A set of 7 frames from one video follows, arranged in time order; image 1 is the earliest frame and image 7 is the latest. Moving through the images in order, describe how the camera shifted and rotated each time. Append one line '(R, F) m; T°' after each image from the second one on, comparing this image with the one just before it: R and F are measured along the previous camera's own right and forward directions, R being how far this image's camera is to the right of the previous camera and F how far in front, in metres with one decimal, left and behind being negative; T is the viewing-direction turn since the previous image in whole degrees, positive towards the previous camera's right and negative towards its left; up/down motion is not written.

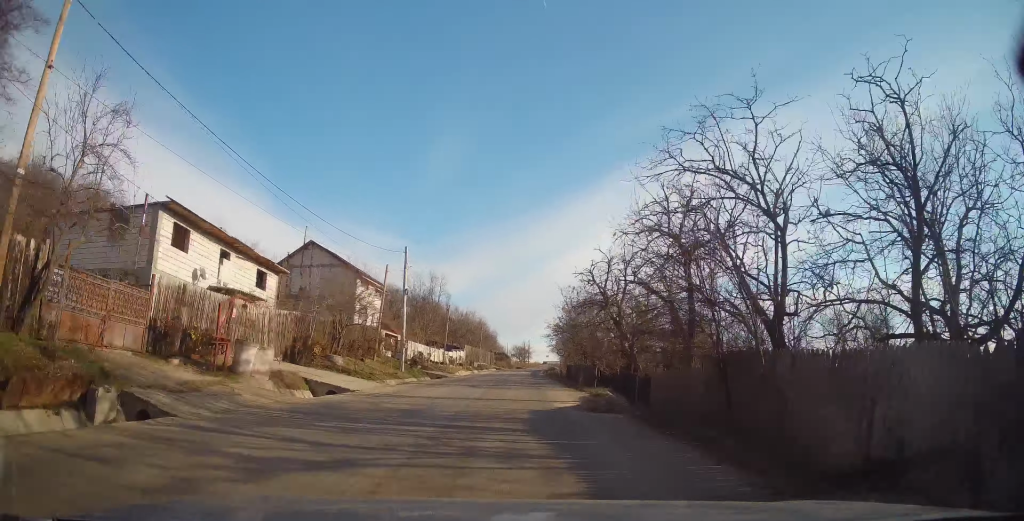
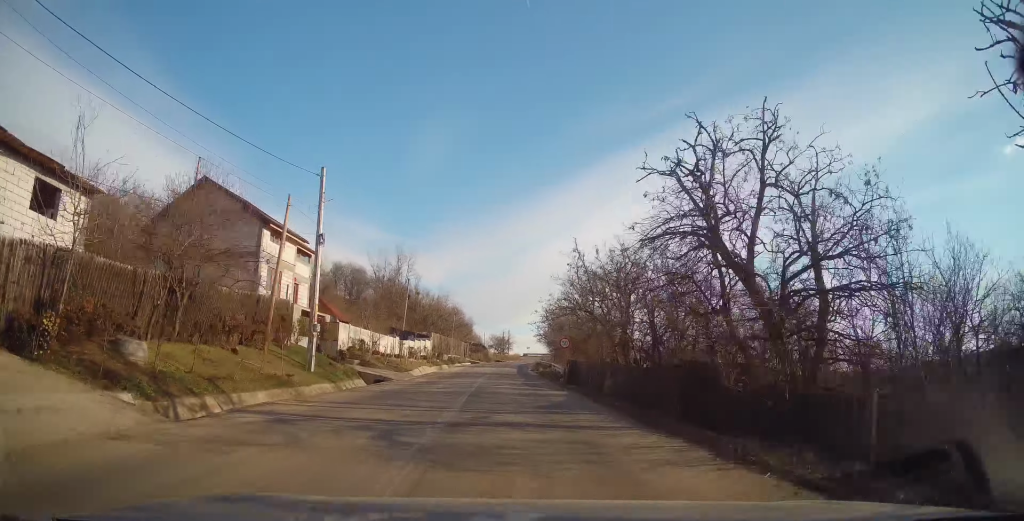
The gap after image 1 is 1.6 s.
(0.0, +14.7) m; +2°
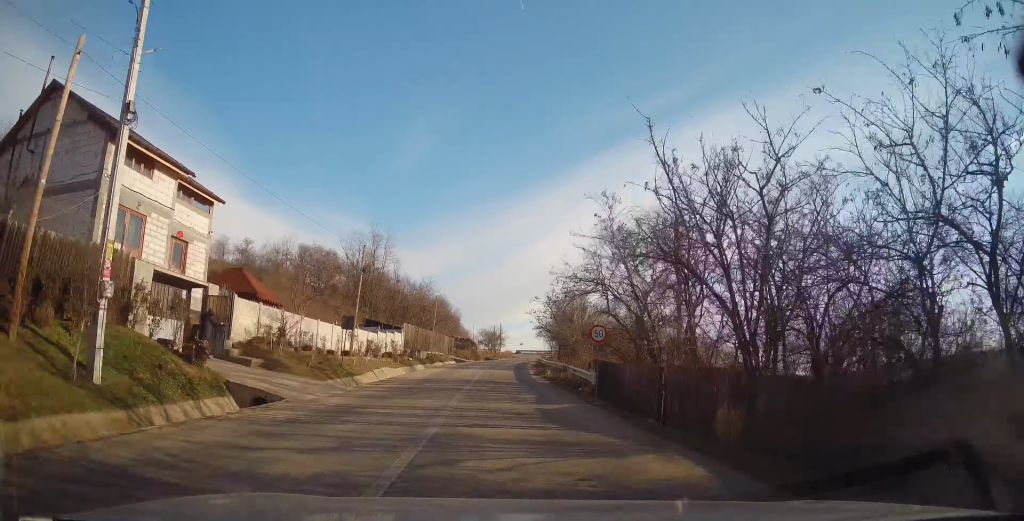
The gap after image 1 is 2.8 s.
(+0.4, +12.5) m; +2°
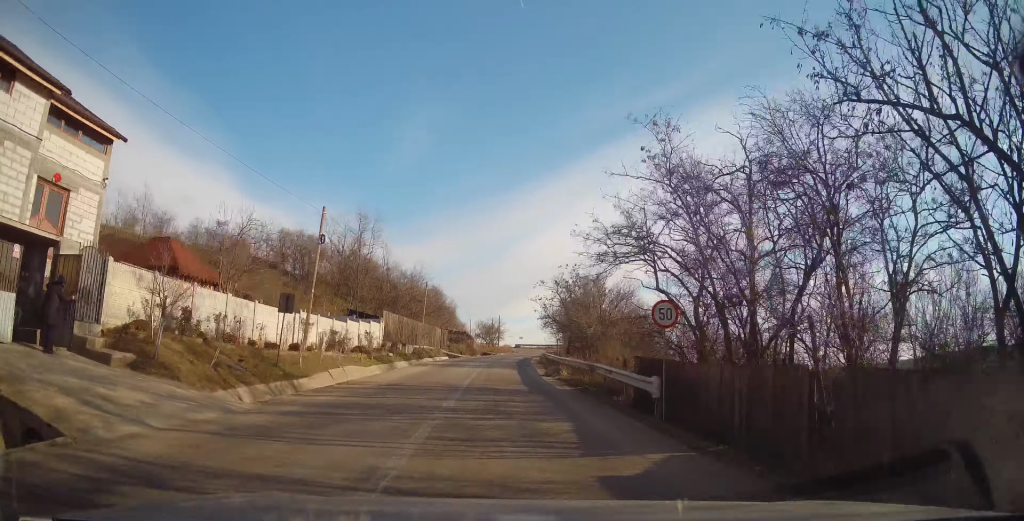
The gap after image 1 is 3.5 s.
(0.0, +7.8) m; 0°
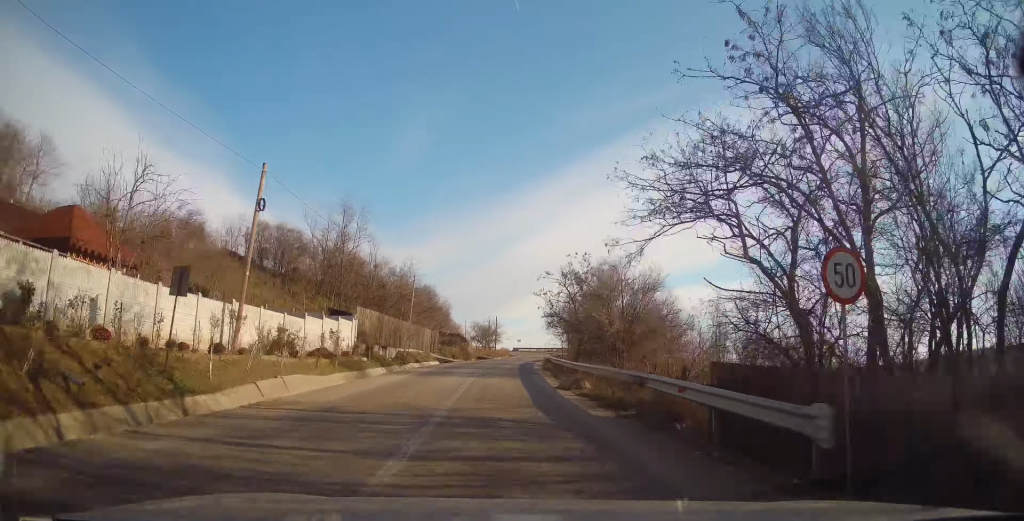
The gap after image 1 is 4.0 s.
(0.0, +6.6) m; 0°
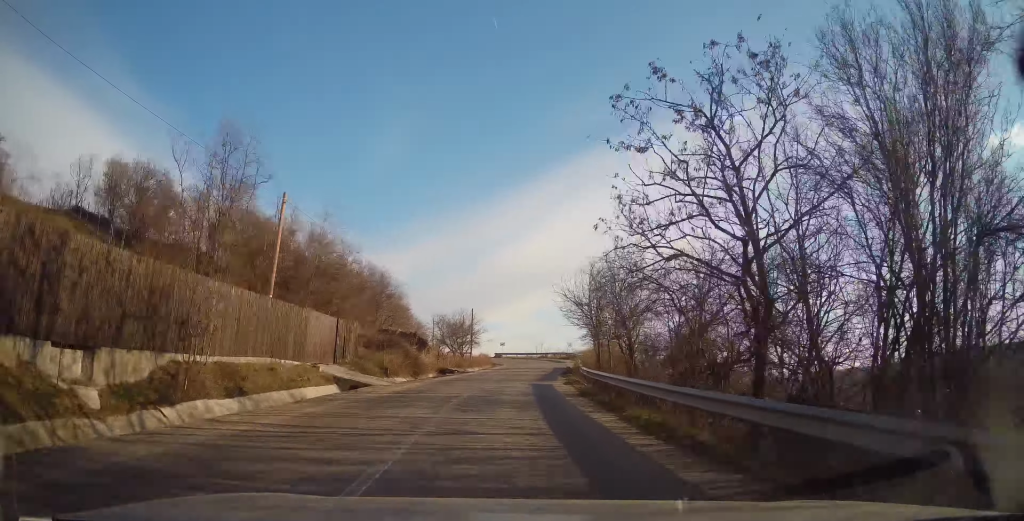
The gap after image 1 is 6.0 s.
(0.0, +26.6) m; +2°
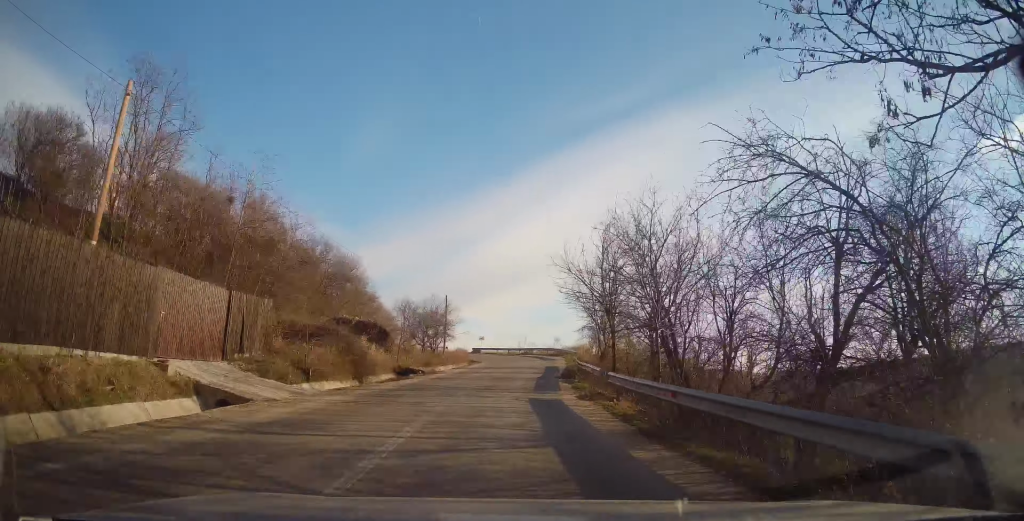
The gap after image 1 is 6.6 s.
(+0.1, +8.9) m; +2°
